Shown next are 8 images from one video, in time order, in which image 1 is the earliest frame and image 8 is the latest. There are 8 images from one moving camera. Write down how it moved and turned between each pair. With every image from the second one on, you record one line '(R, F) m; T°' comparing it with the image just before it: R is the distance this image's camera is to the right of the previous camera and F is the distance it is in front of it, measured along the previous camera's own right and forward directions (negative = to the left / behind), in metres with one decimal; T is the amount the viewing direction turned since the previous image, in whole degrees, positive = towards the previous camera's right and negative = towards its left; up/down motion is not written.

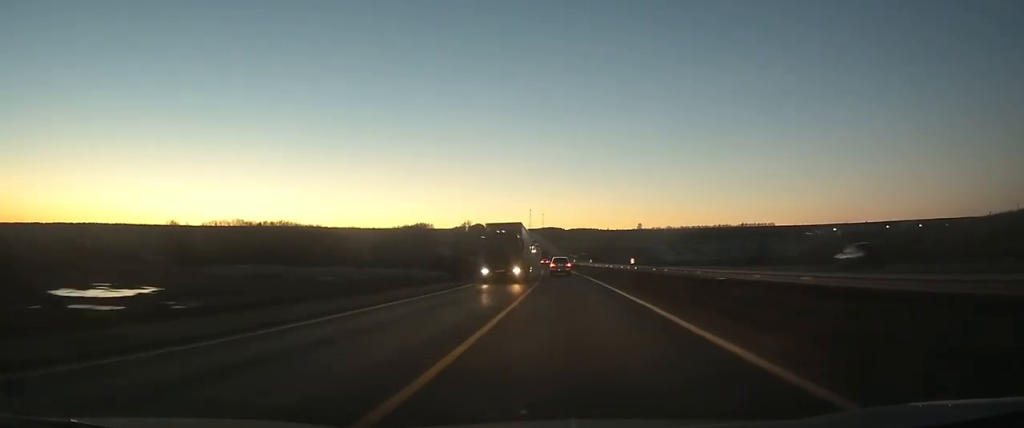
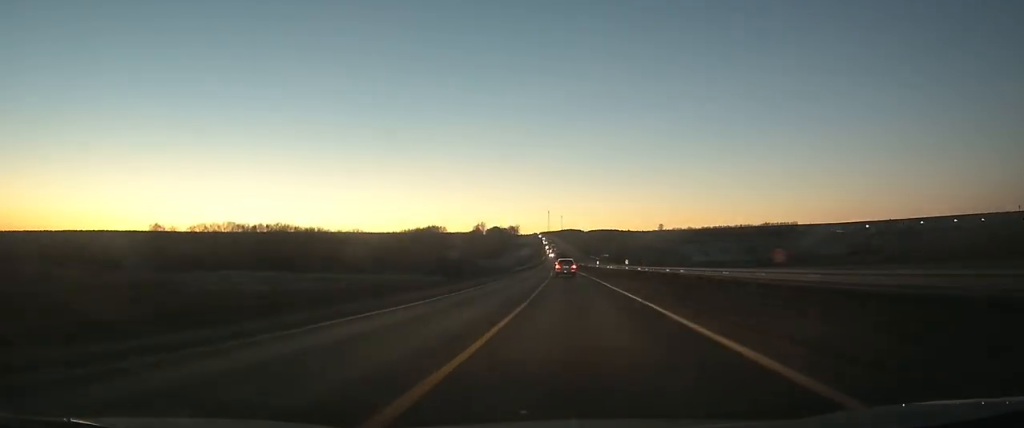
(-0.4, +27.0) m; -1°
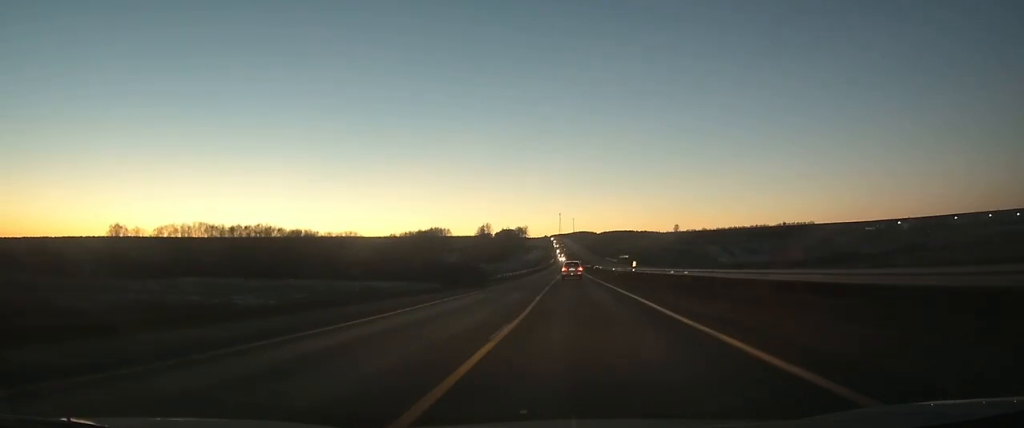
(-0.4, +33.3) m; -1°
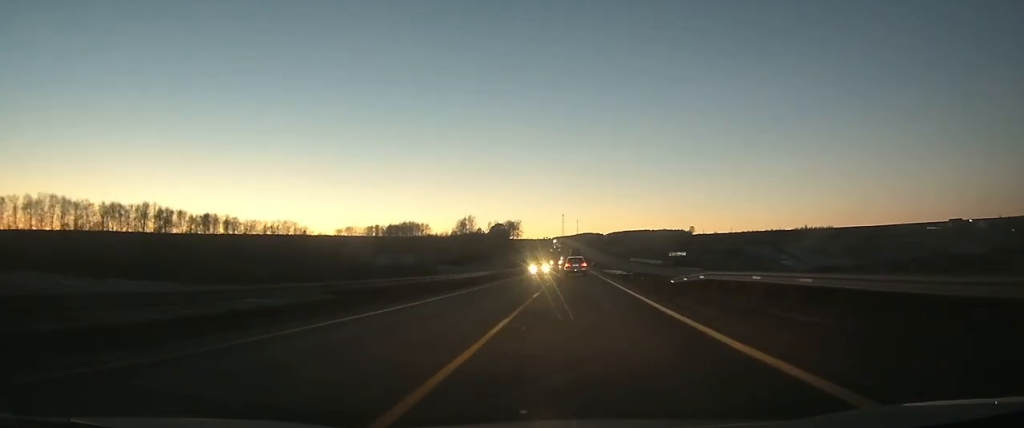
(-2.1, +93.5) m; -1°
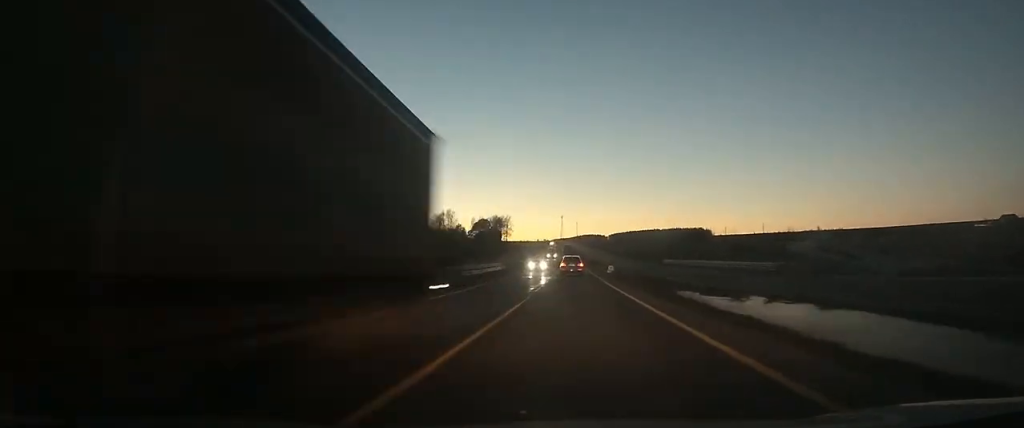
(+0.6, +68.3) m; 0°
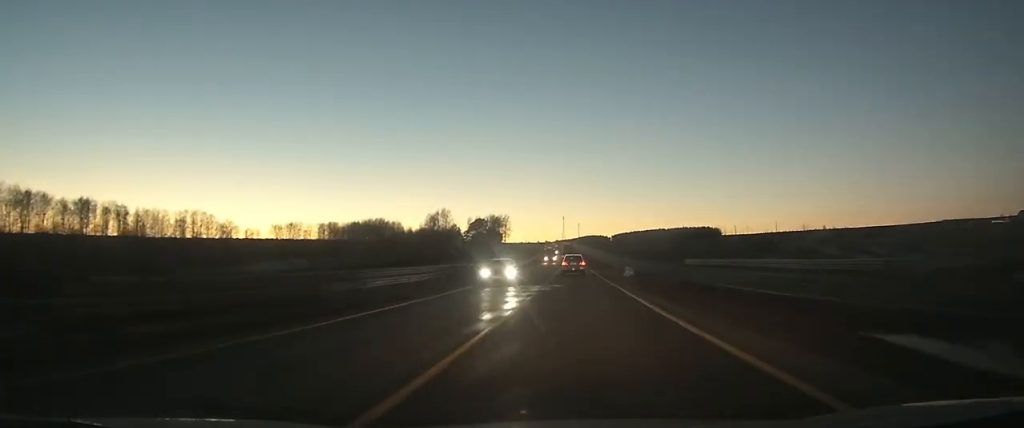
(-0.1, +19.8) m; 0°
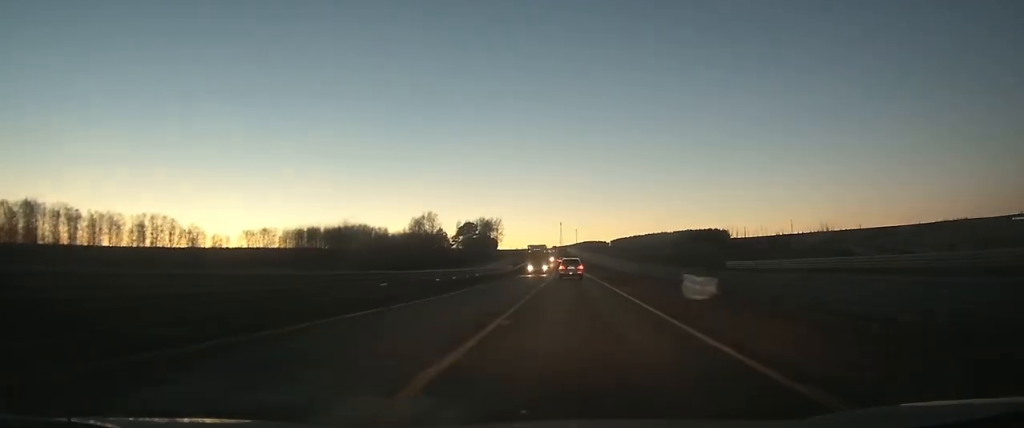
(-0.1, +28.1) m; 0°
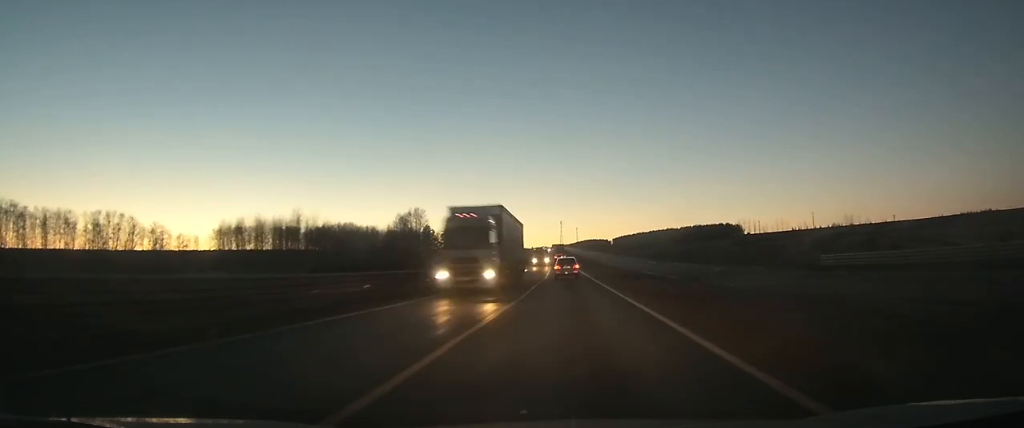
(0.0, +27.7) m; 0°
